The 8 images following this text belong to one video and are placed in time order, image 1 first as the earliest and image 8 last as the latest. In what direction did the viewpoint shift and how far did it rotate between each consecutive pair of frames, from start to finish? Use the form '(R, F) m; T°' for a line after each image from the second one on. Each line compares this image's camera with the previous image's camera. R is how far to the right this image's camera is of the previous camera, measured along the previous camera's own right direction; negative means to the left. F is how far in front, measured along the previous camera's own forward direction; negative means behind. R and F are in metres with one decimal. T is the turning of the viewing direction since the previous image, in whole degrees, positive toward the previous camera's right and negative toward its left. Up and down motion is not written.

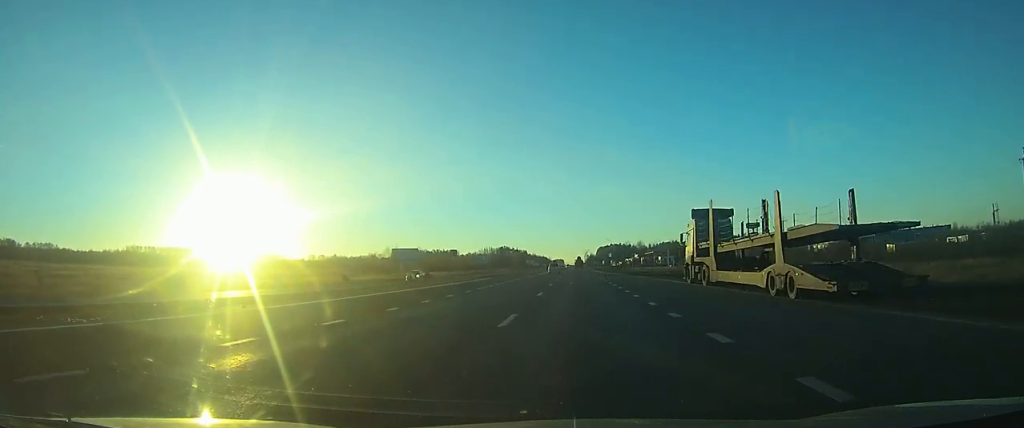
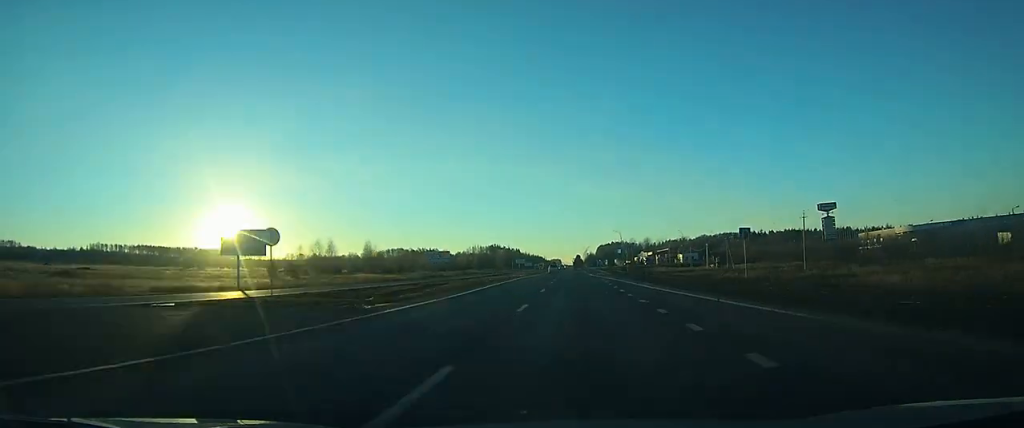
(-0.4, +67.1) m; 0°
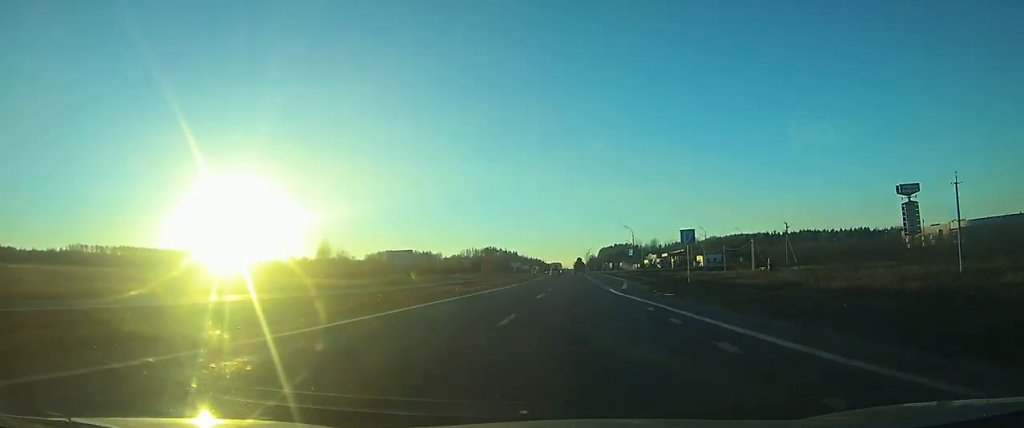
(0.0, +37.8) m; 0°
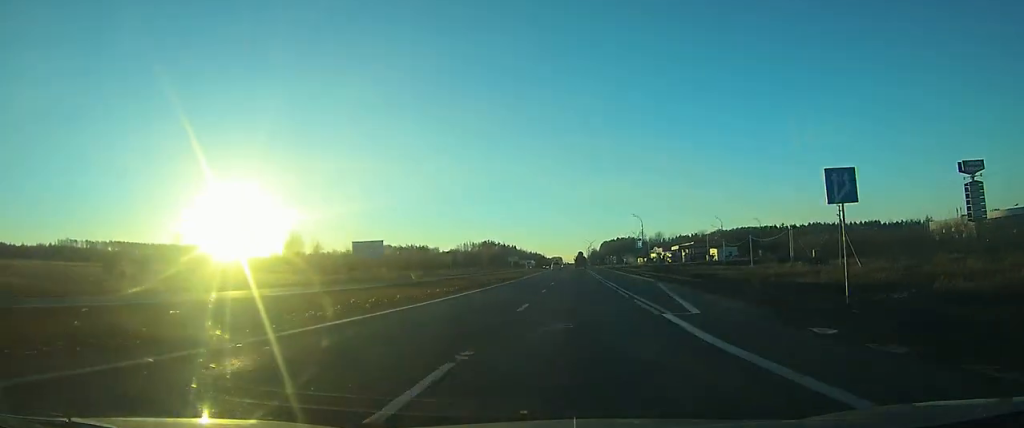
(0.0, +19.6) m; 0°
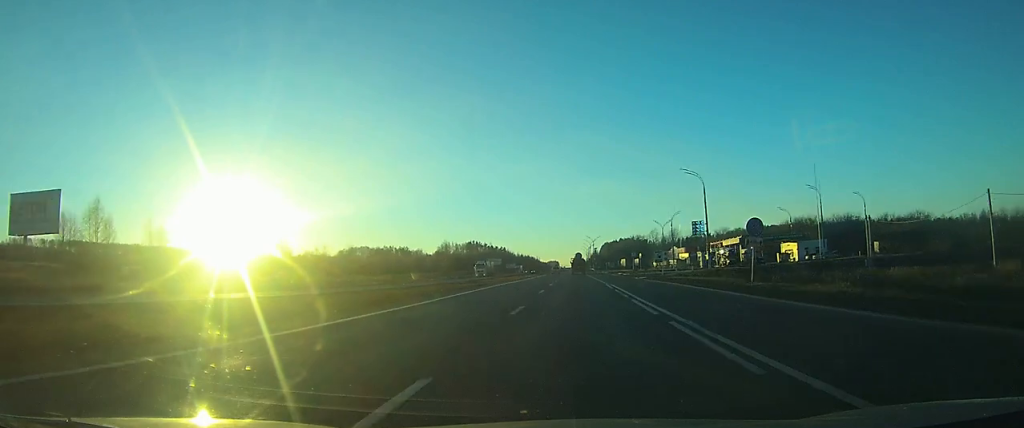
(+0.1, +74.2) m; 0°
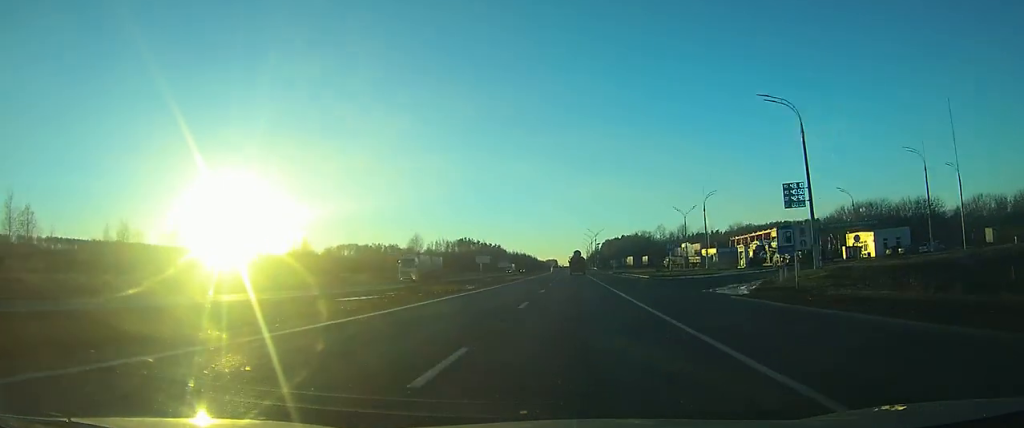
(+0.1, +34.5) m; 0°
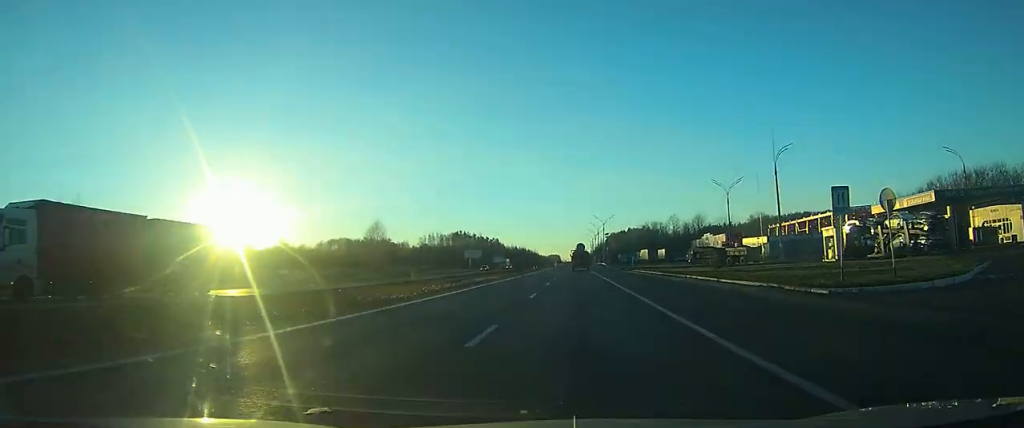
(-0.2, +33.6) m; 0°
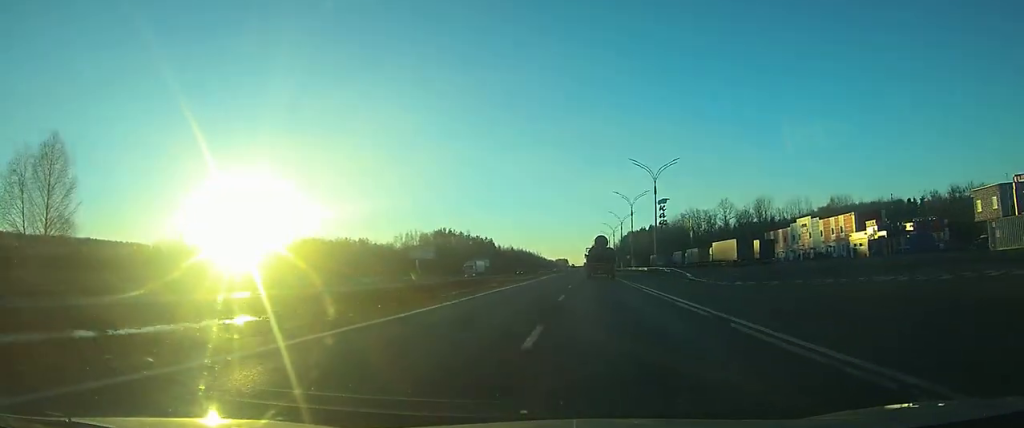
(-0.3, +81.5) m; -1°
